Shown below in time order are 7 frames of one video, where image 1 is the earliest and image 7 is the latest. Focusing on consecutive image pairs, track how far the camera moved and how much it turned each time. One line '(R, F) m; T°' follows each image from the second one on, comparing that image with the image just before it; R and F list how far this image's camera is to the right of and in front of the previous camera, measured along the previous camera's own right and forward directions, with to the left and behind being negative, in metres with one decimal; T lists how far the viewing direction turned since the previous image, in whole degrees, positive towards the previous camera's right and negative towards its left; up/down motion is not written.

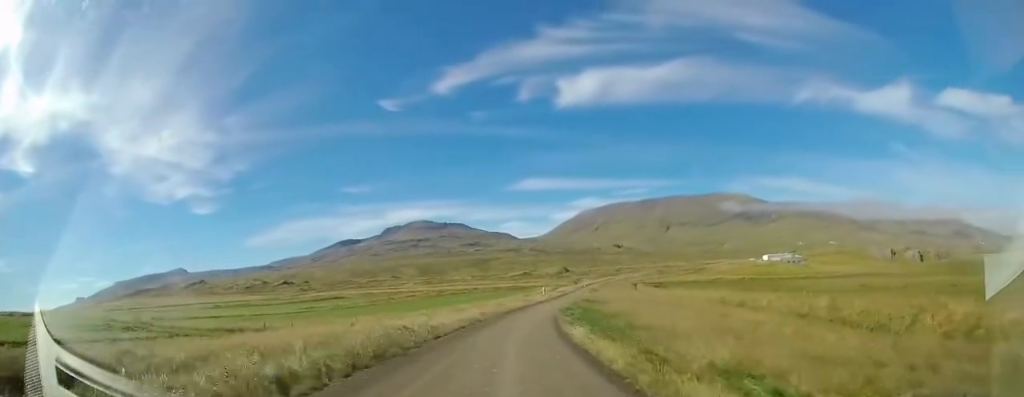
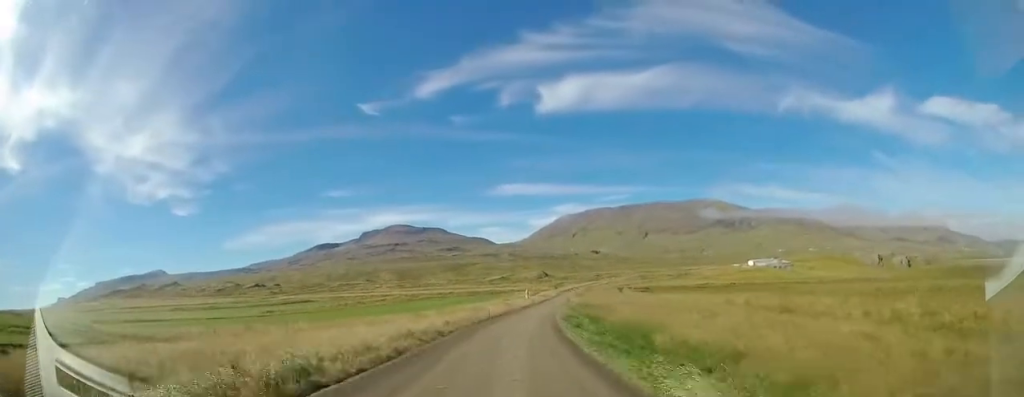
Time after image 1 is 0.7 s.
(0.0, +10.0) m; +2°
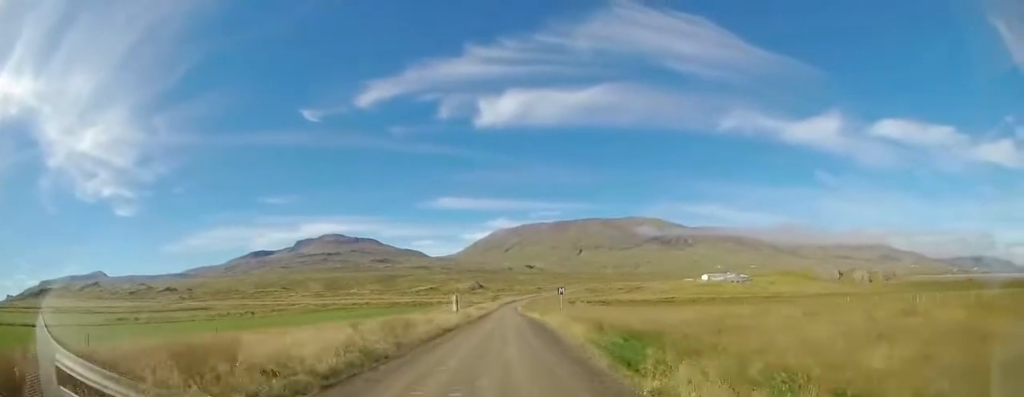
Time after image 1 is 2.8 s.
(+2.3, +31.4) m; +8°
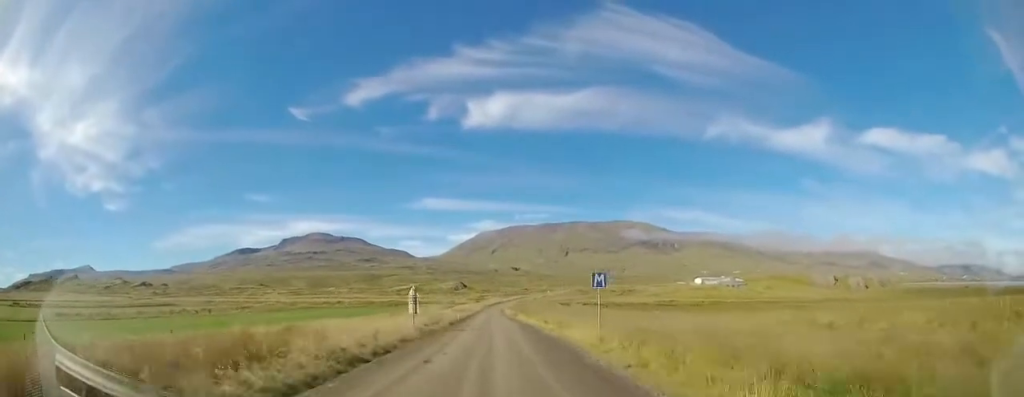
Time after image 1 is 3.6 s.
(+0.3, +13.0) m; +2°
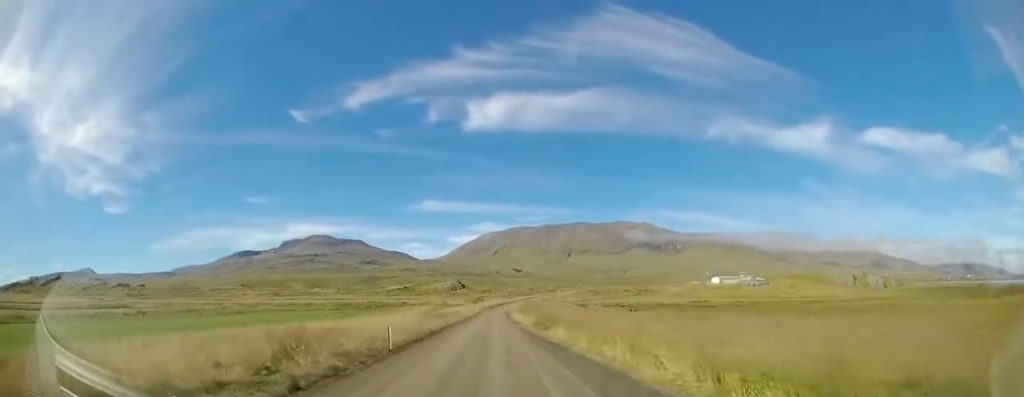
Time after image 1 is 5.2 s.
(+0.8, +24.7) m; +1°
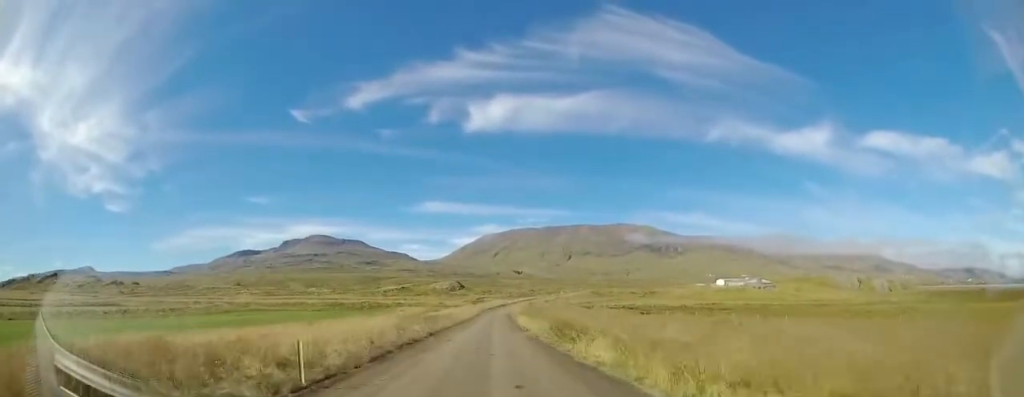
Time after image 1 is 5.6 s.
(+0.1, +6.1) m; -1°
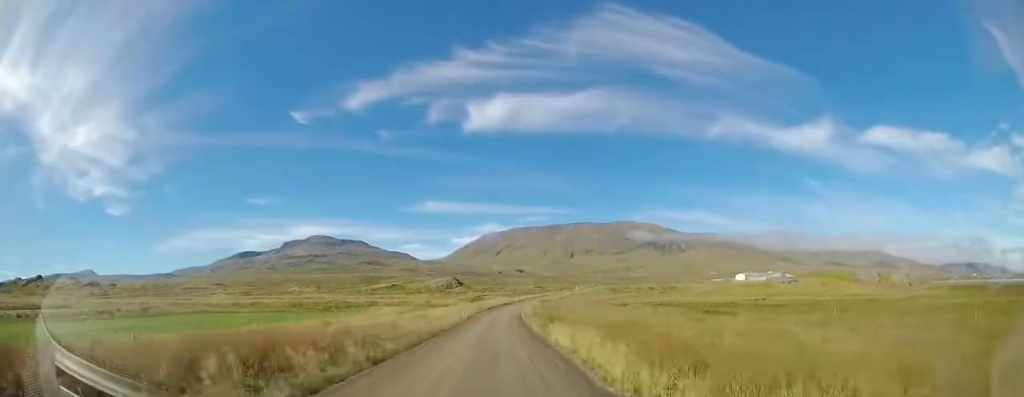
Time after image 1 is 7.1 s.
(-0.8, +22.8) m; -2°
